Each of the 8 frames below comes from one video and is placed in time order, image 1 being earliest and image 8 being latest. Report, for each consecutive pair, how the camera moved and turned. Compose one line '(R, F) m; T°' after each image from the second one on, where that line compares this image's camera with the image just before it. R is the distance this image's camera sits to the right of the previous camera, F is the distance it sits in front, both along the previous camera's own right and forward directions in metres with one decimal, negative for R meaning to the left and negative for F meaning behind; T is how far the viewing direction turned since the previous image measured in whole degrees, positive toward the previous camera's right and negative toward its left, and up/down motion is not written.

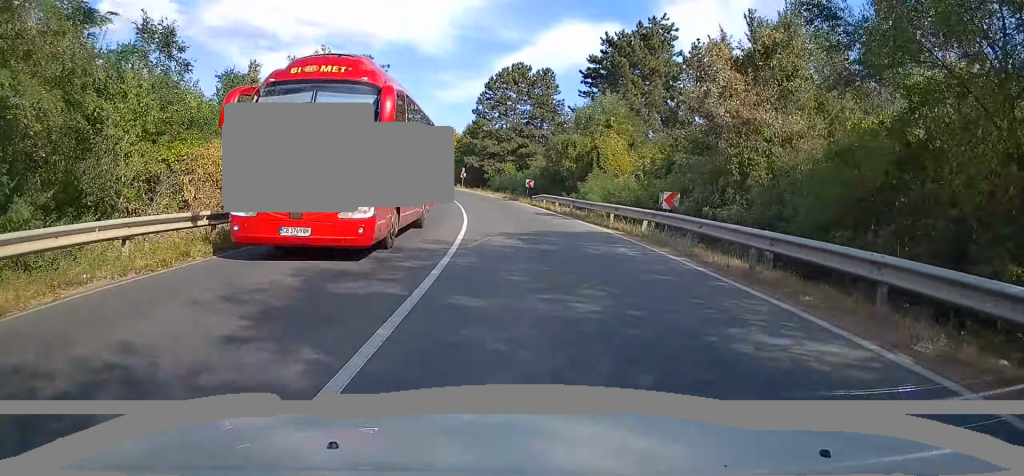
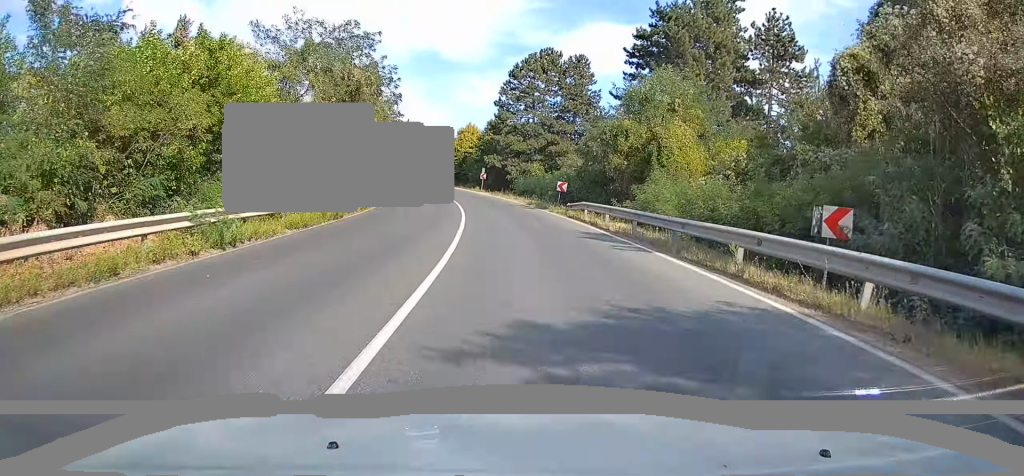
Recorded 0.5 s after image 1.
(-0.2, +11.4) m; -2°
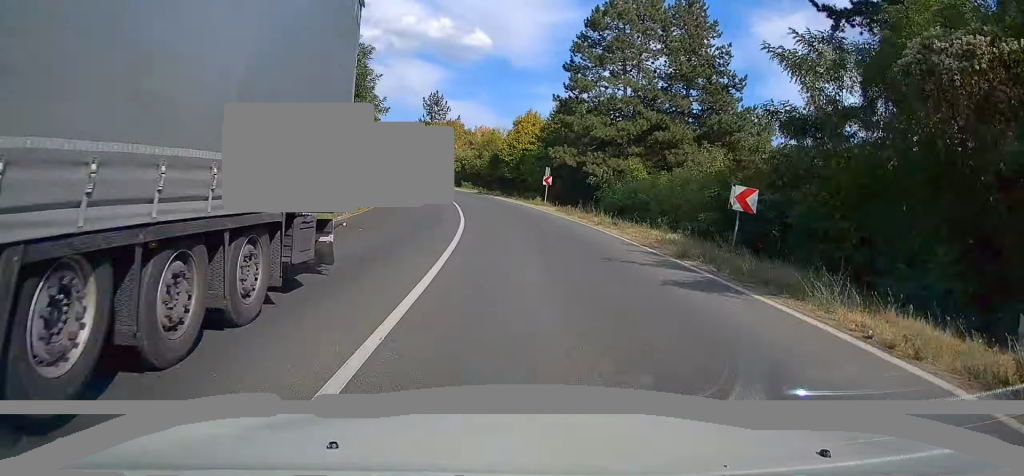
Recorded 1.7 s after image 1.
(-1.3, +26.6) m; -6°
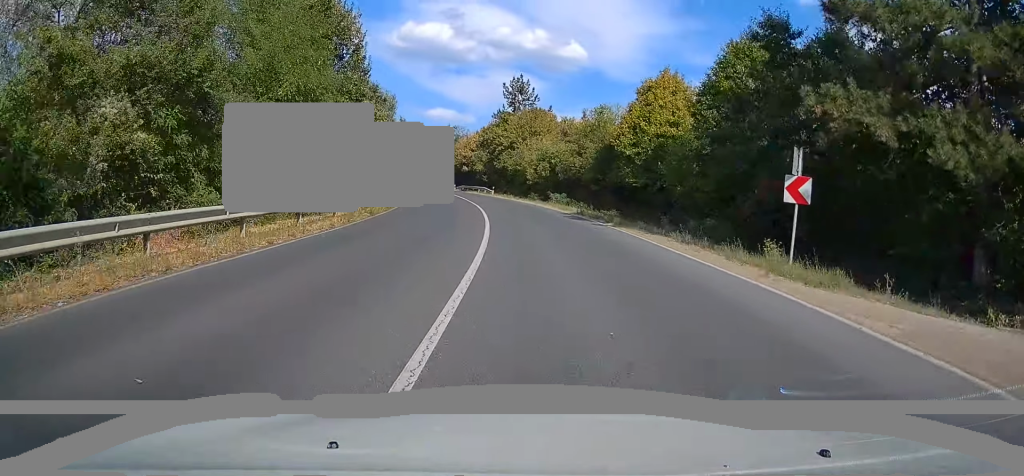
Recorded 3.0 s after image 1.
(-2.5, +31.2) m; -8°
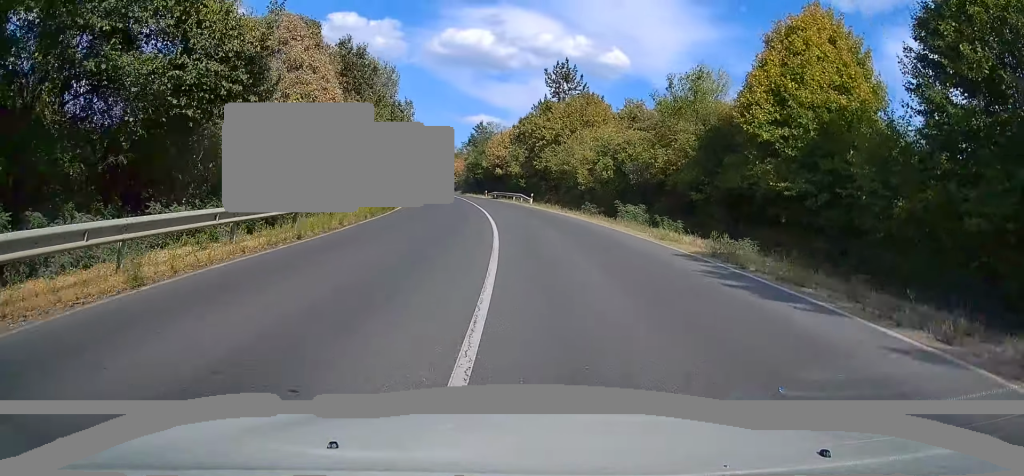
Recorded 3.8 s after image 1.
(-0.6, +17.6) m; -4°
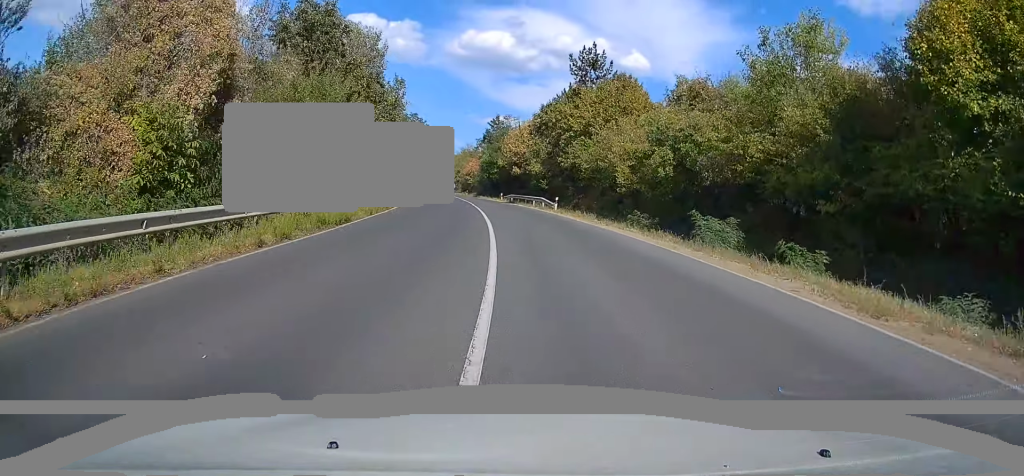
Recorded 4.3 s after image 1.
(+0.2, +10.7) m; -2°
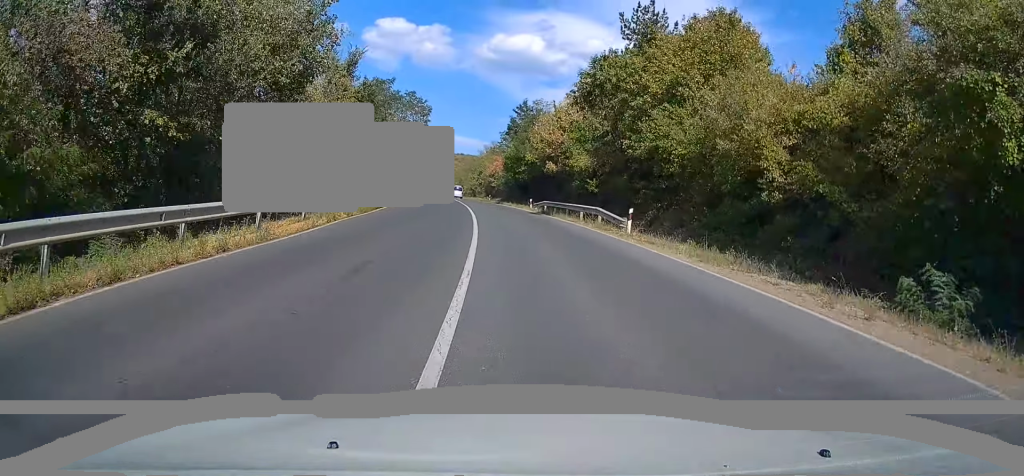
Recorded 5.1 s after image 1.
(-1.1, +19.0) m; -3°
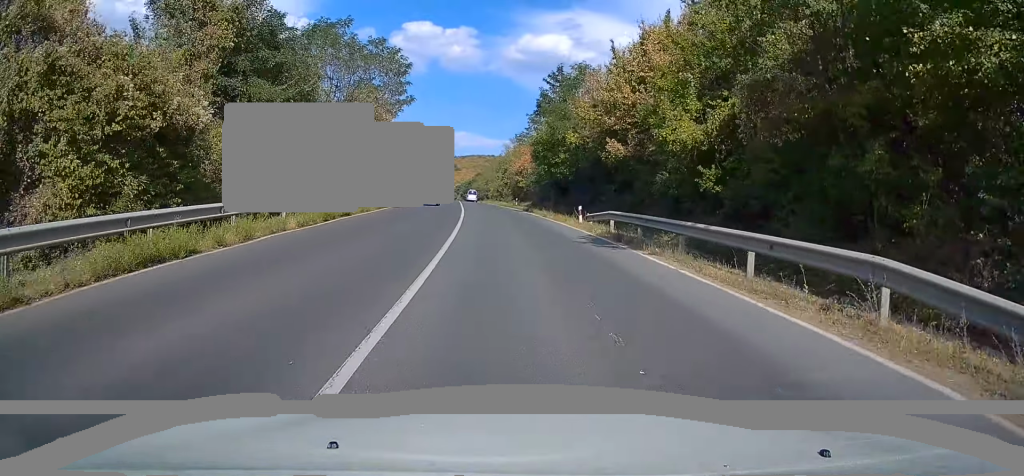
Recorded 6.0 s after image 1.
(-0.3, +20.5) m; -3°
